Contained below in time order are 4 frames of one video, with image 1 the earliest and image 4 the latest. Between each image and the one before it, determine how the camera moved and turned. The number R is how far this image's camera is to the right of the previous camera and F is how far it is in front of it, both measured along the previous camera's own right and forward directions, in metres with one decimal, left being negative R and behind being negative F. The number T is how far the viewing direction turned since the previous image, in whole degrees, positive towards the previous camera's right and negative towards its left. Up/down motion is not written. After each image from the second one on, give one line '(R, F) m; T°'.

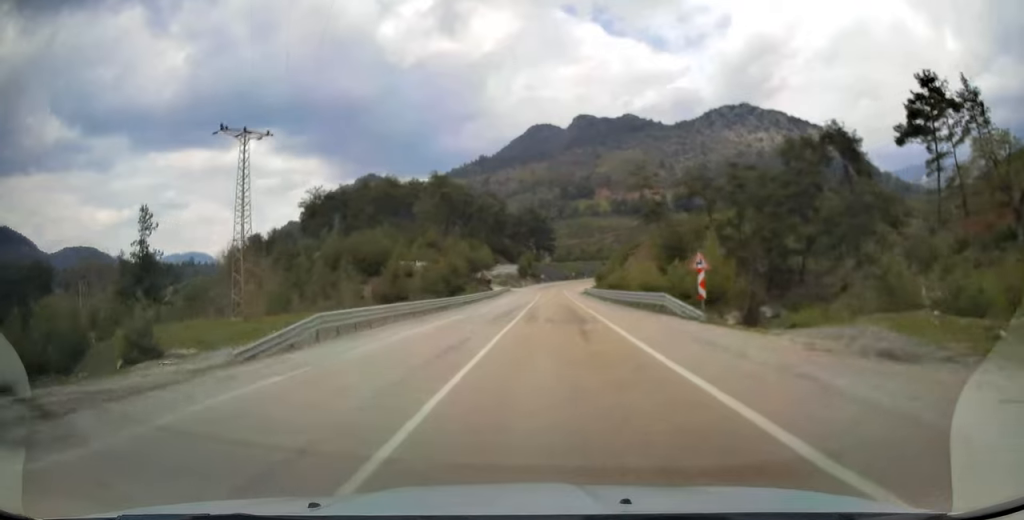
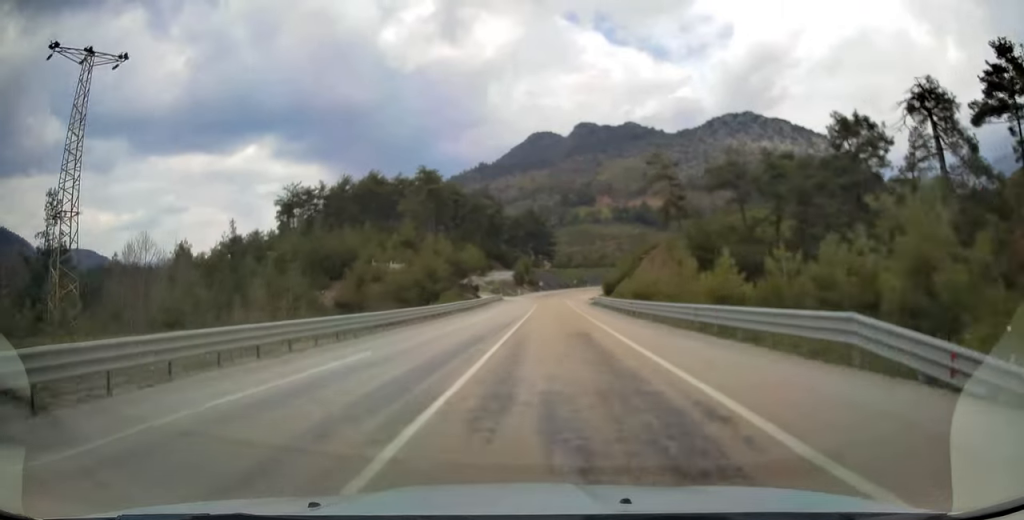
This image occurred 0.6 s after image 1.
(+0.1, +16.6) m; 0°
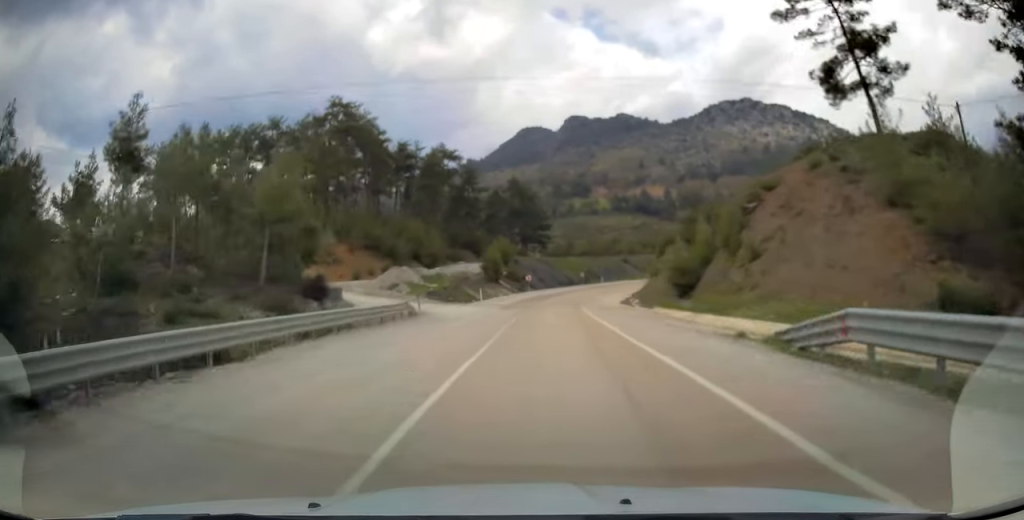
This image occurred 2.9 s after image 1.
(+0.1, +57.3) m; +1°
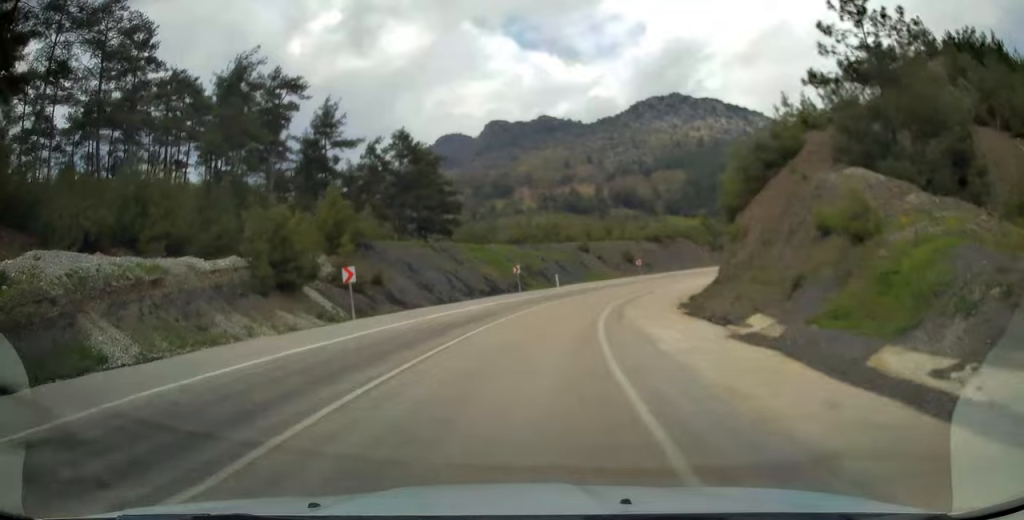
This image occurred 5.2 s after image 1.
(+2.4, +55.7) m; +9°
